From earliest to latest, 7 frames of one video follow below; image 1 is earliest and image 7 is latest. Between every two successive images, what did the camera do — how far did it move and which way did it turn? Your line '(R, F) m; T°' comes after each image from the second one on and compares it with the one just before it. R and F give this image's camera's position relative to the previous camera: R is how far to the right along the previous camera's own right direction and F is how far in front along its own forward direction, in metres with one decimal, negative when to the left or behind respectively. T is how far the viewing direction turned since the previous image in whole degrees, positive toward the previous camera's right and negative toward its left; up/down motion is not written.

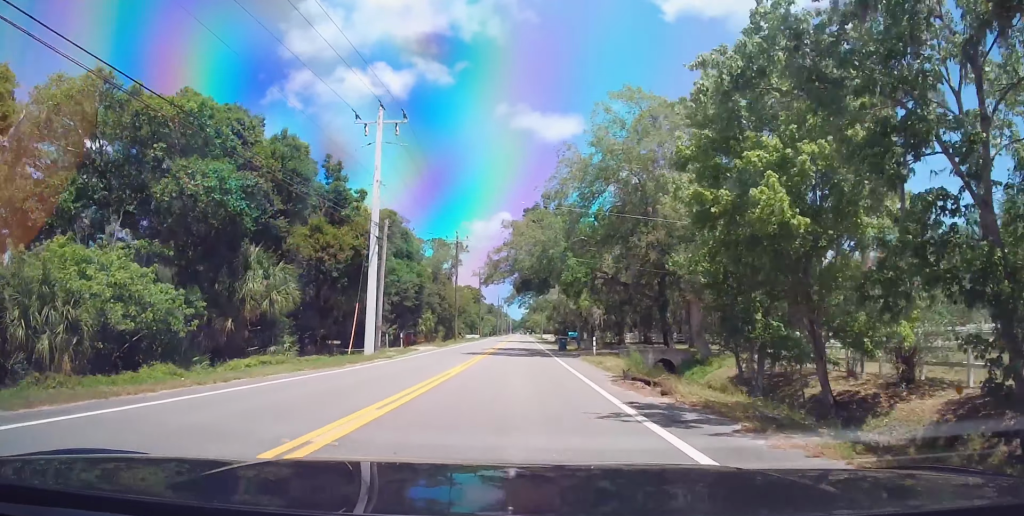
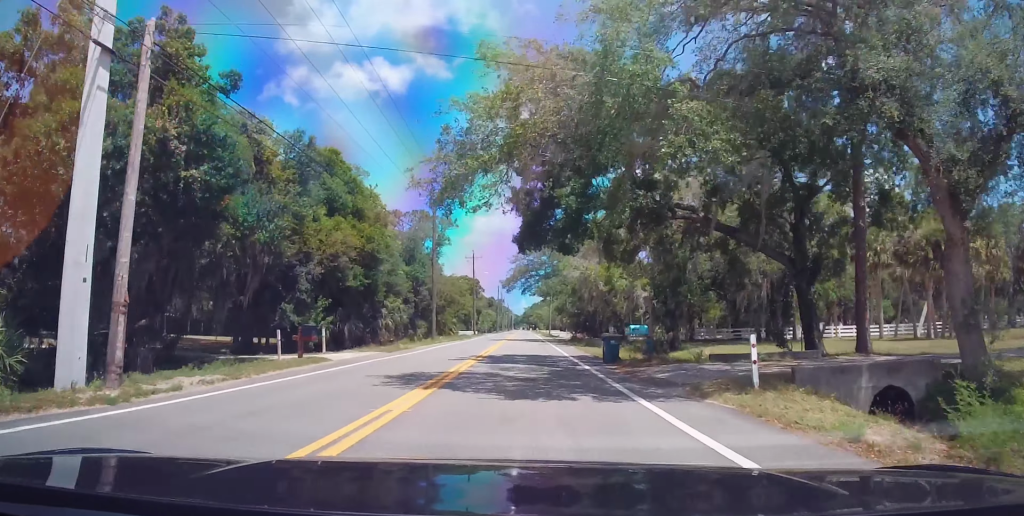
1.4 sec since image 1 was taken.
(+0.4, +22.1) m; +1°
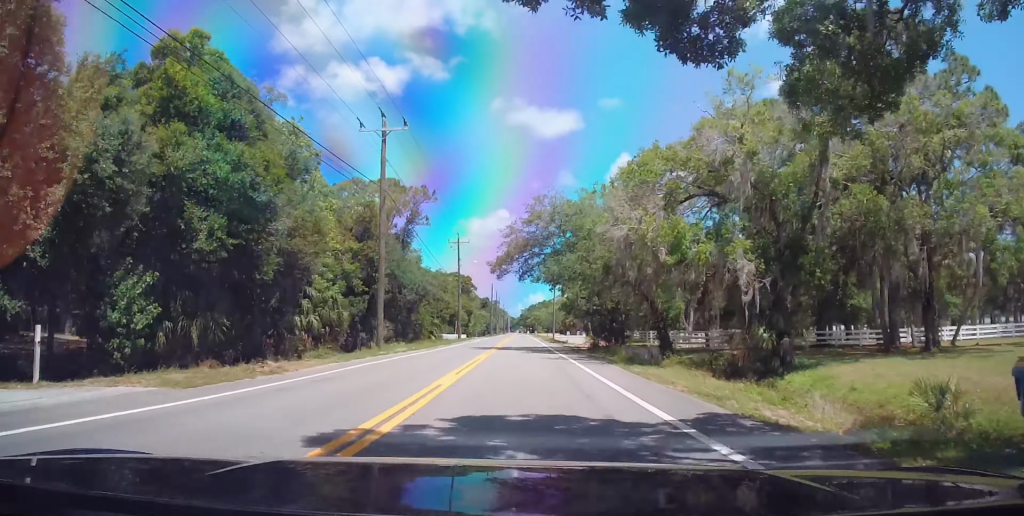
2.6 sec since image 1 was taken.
(0.0, +20.2) m; 0°
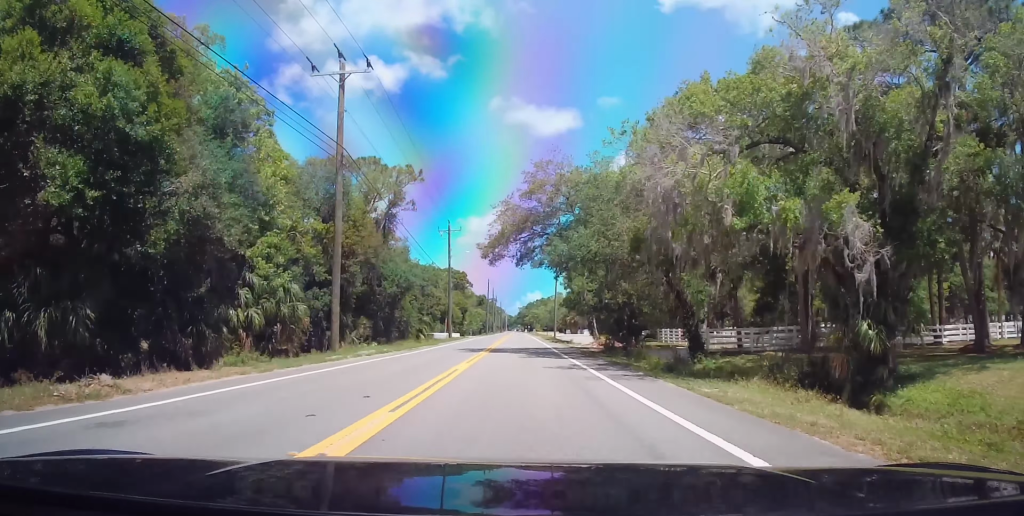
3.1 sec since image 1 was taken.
(0.0, +8.2) m; 0°
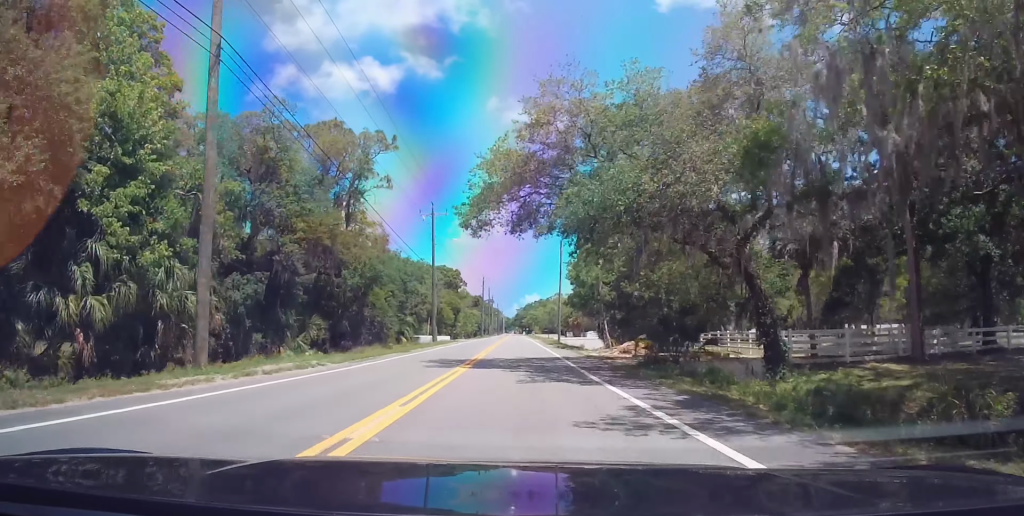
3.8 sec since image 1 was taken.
(0.0, +11.5) m; 0°
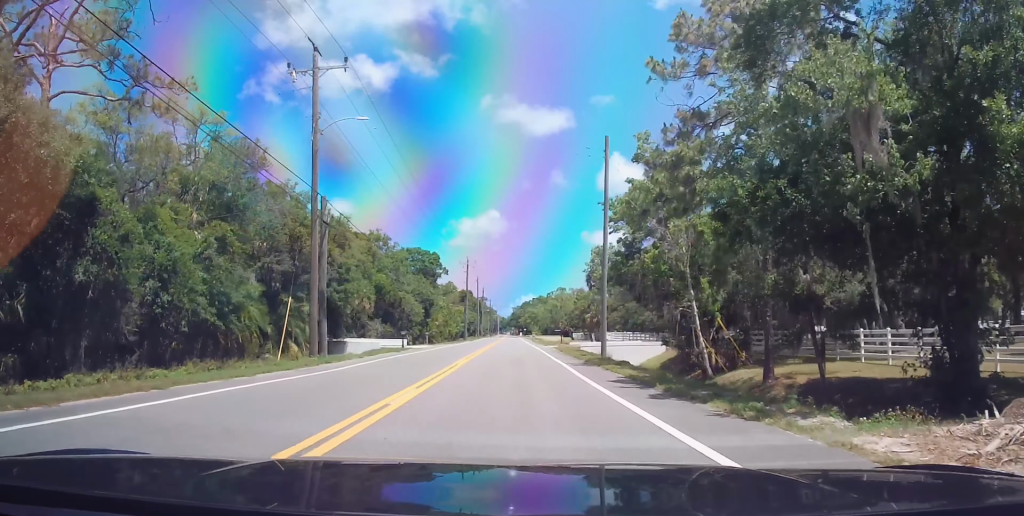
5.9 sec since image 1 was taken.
(0.0, +33.9) m; 0°
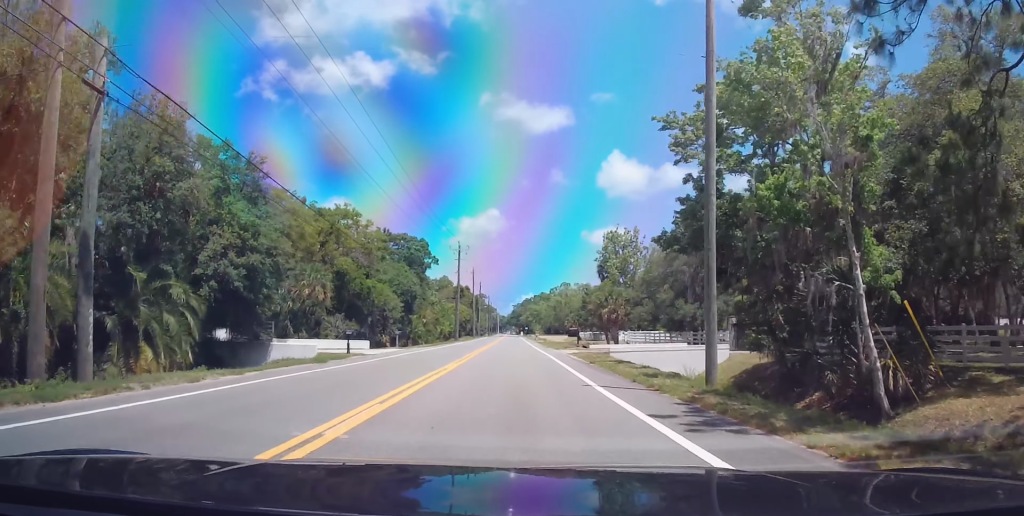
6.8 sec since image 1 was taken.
(0.0, +15.4) m; 0°
